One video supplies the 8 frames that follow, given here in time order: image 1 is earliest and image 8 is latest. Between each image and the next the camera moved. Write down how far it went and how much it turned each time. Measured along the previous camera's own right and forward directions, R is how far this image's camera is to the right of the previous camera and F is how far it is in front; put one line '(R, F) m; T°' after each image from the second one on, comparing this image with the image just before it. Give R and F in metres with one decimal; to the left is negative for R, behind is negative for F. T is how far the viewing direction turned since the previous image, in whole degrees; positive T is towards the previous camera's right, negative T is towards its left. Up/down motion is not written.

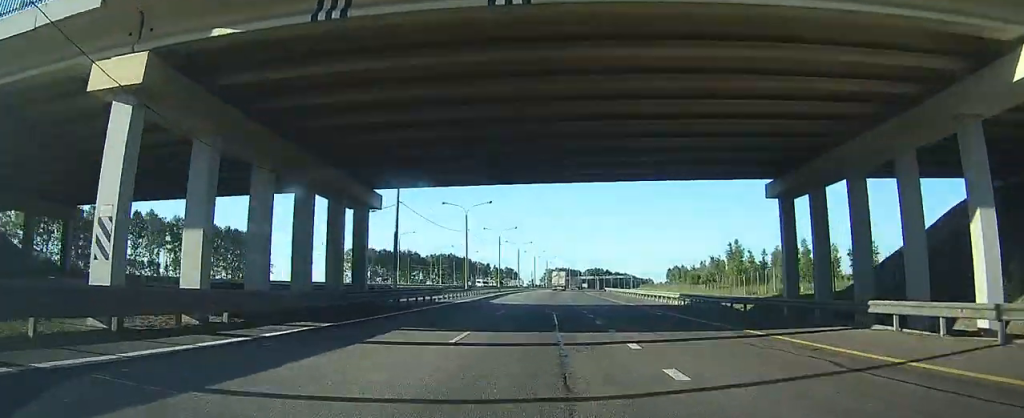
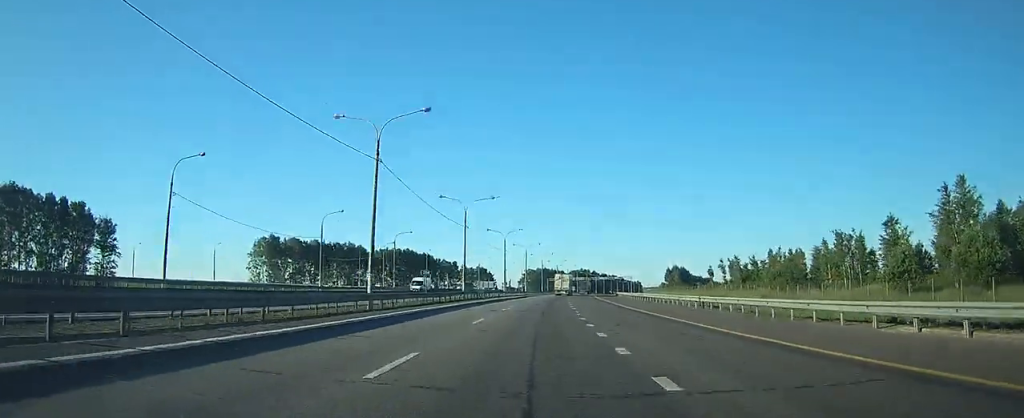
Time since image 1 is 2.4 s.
(+0.8, +64.5) m; +2°
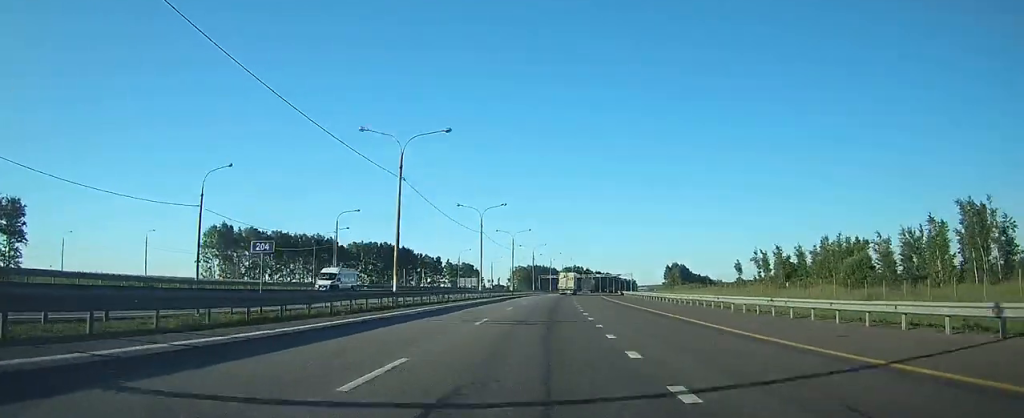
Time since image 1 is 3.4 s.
(+0.3, +25.2) m; +1°
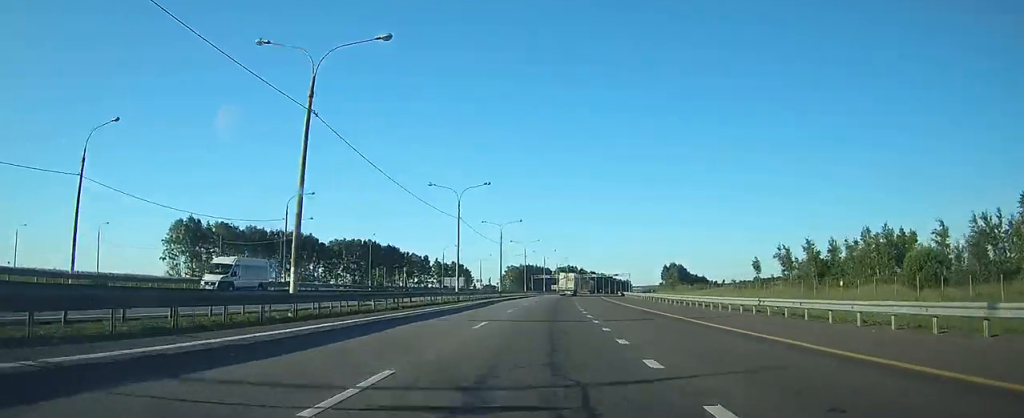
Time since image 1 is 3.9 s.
(+0.1, +13.5) m; +1°
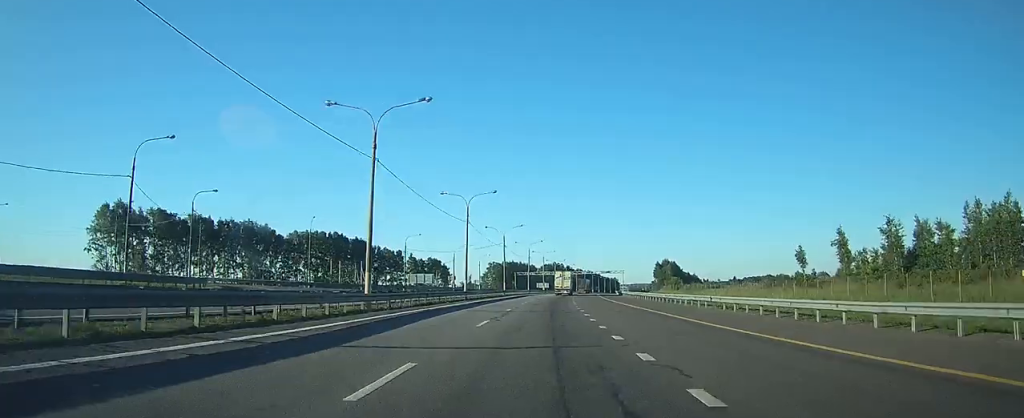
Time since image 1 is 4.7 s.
(+0.2, +23.5) m; +1°
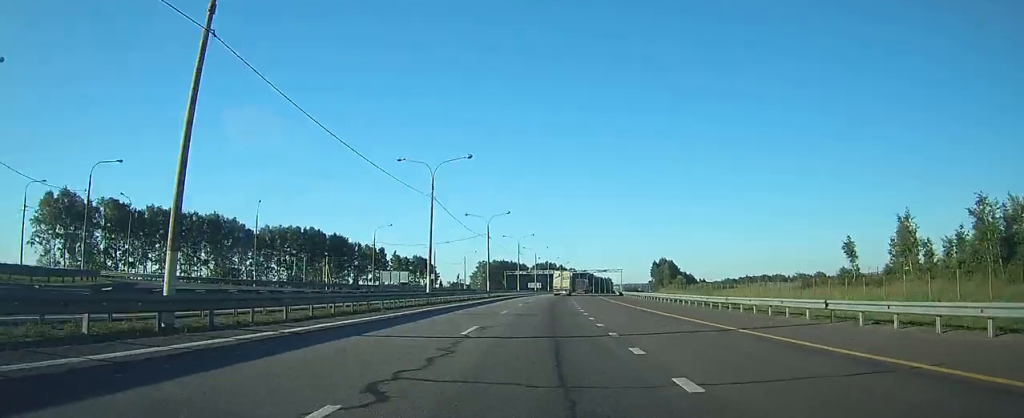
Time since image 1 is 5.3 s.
(+0.1, +15.4) m; +1°
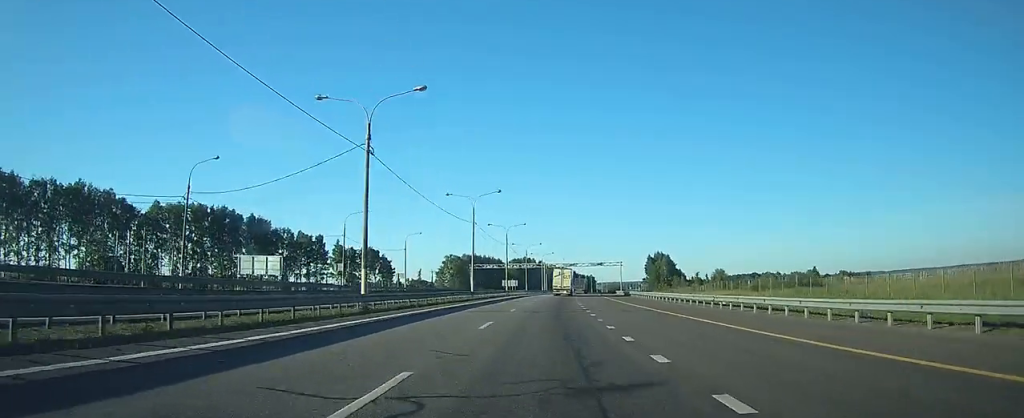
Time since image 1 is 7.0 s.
(+1.0, +46.2) m; +2°
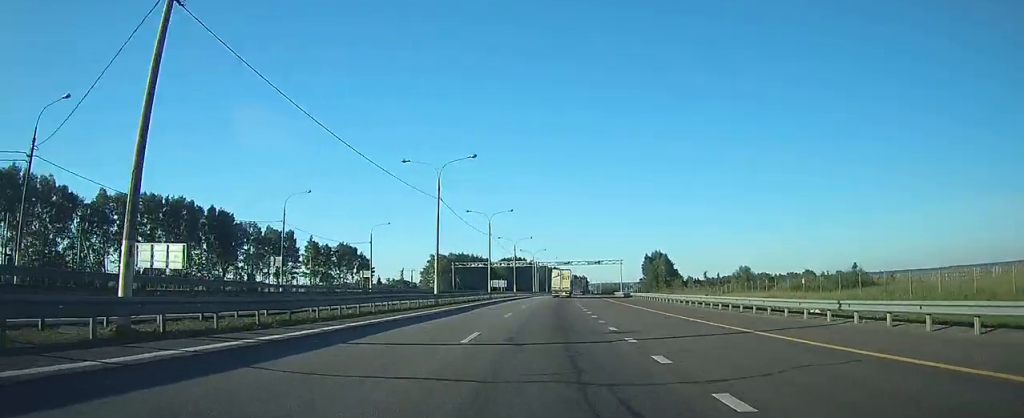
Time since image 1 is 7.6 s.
(0.0, +16.3) m; +1°
